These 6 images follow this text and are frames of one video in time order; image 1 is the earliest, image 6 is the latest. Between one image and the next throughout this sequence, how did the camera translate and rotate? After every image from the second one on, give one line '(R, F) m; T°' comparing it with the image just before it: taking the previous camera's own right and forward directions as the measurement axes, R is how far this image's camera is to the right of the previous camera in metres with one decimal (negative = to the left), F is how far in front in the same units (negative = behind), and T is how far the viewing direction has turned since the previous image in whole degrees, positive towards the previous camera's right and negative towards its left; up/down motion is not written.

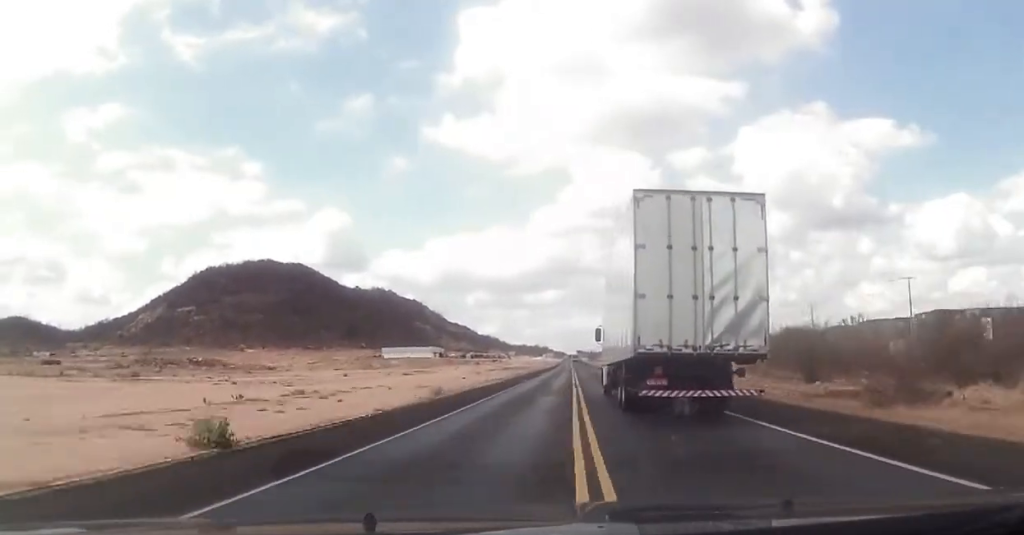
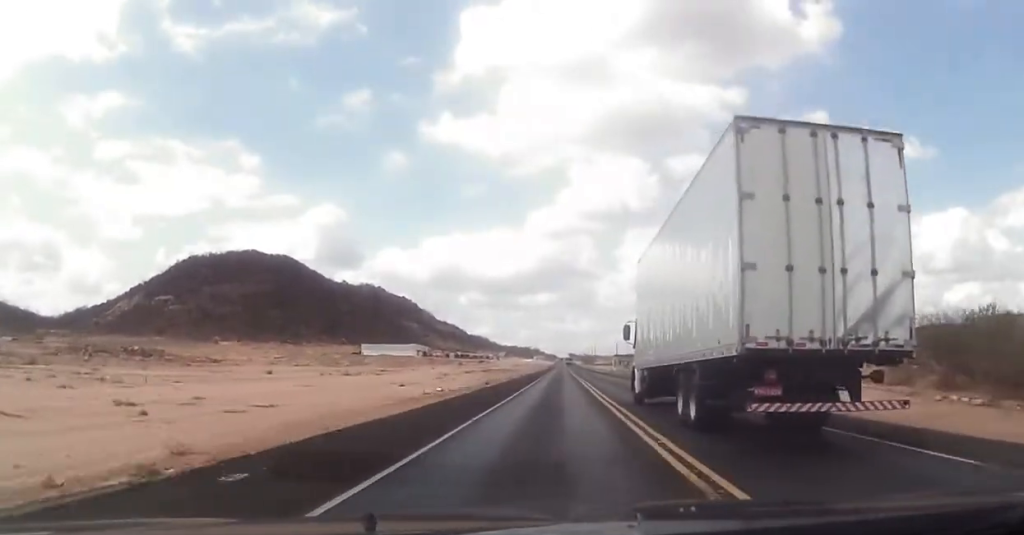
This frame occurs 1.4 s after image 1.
(-0.3, +31.2) m; -1°
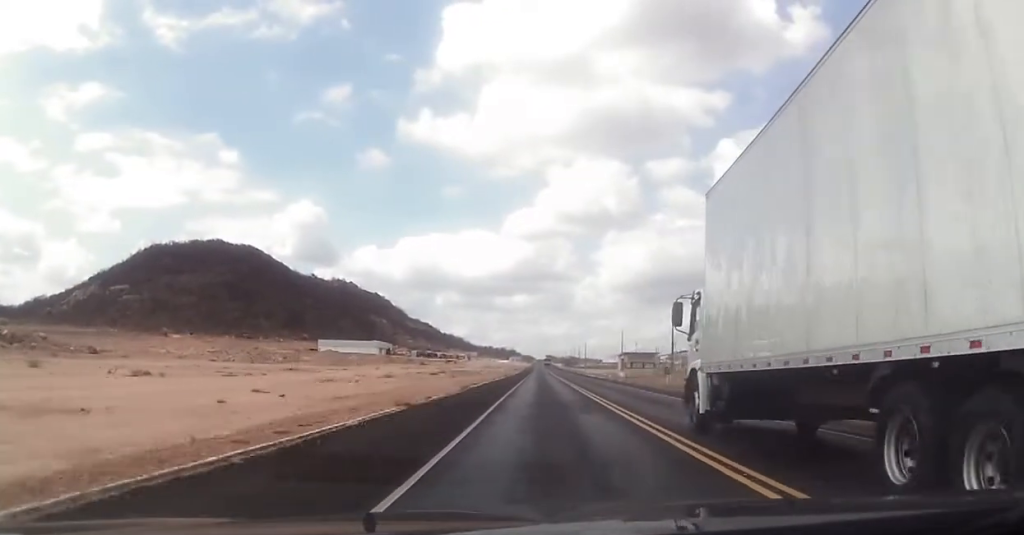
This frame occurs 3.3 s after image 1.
(+0.2, +43.6) m; +1°
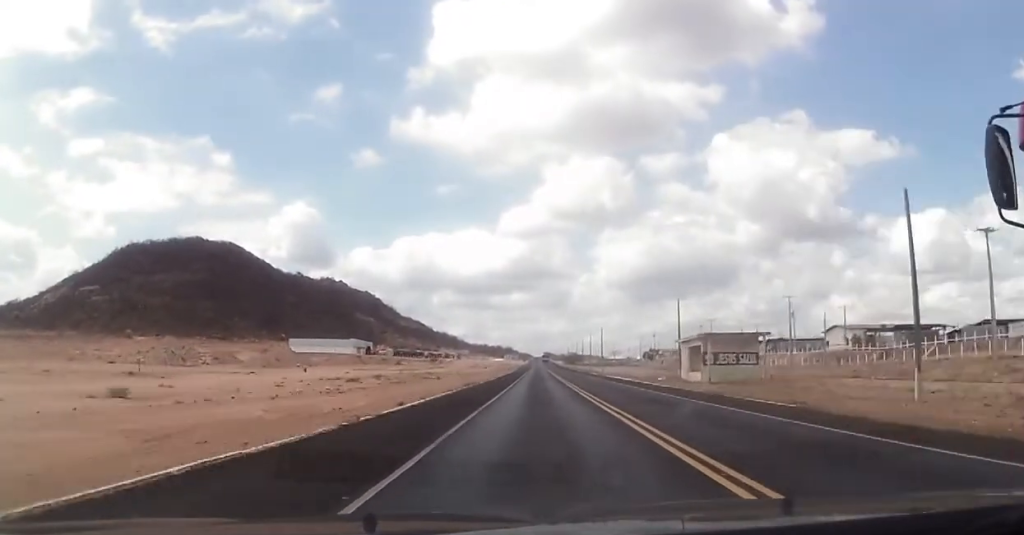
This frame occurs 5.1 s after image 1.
(+1.1, +44.5) m; +2°
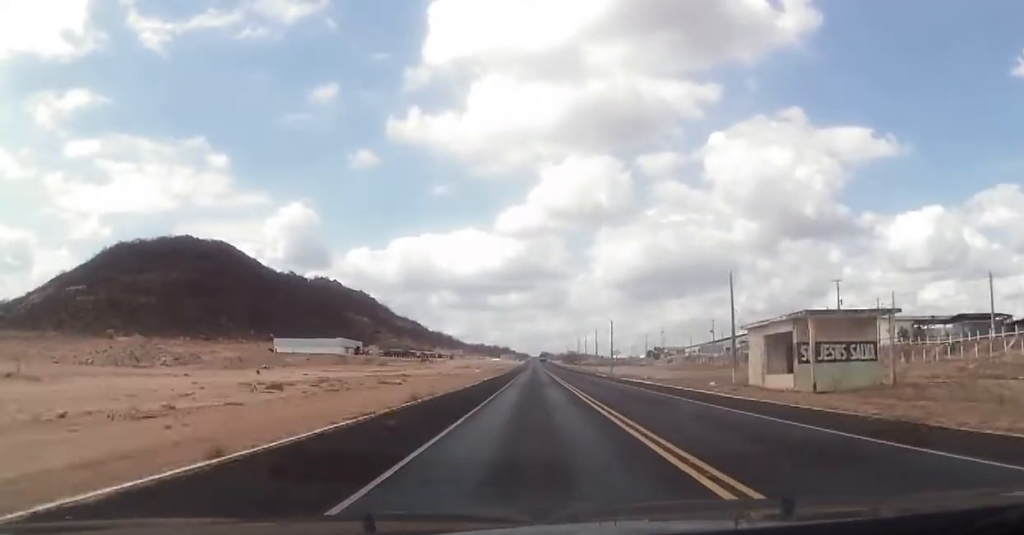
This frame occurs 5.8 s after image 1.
(+0.1, +17.9) m; 0°
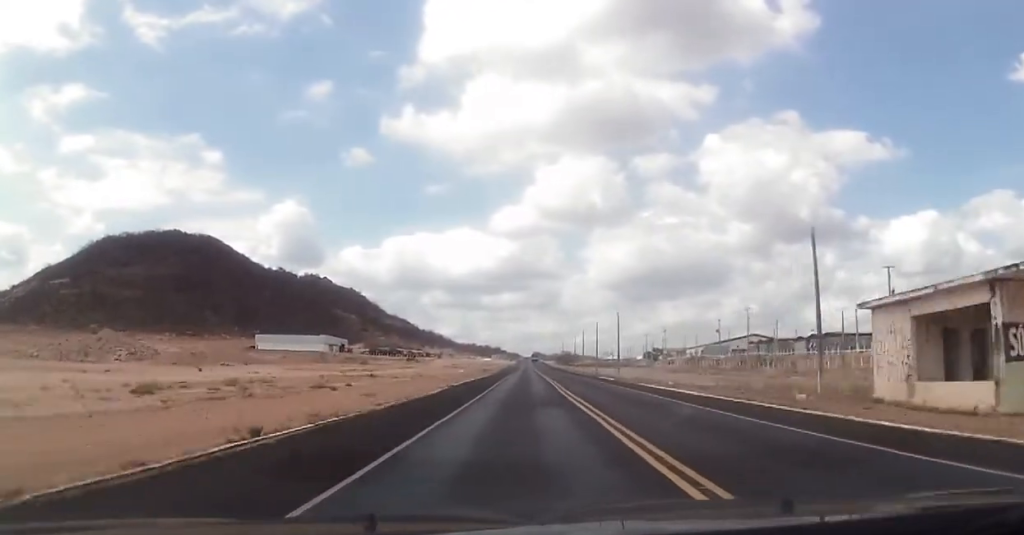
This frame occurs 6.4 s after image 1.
(-0.1, +14.8) m; 0°
